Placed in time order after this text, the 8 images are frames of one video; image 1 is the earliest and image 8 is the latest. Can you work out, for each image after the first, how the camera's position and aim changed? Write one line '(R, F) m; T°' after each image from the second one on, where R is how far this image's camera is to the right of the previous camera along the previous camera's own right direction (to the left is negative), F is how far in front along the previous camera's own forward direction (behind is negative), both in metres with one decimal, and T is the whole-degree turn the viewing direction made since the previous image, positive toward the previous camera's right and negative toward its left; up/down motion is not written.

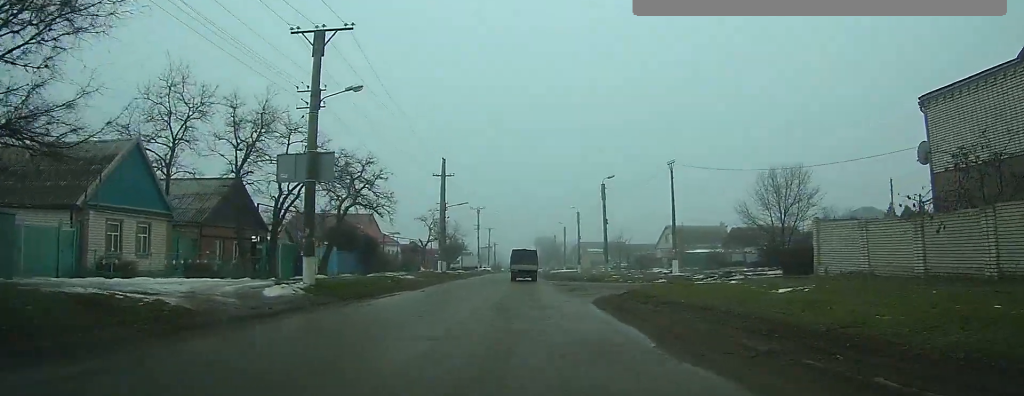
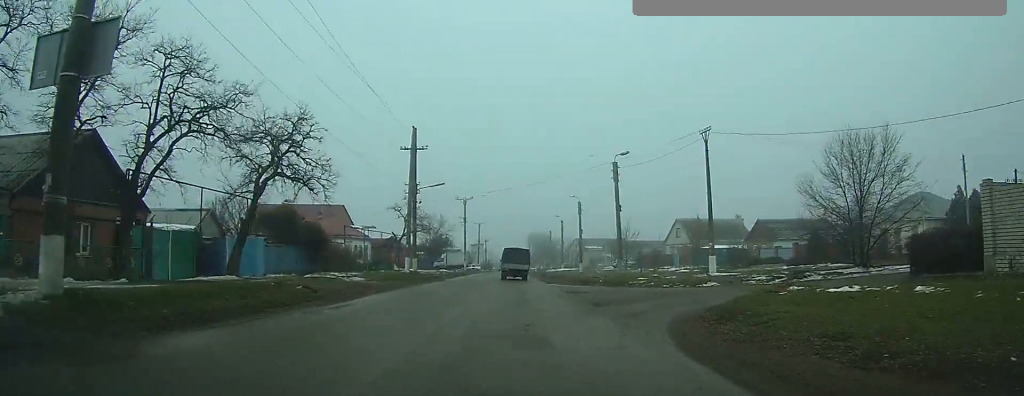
(0.0, +12.5) m; 0°
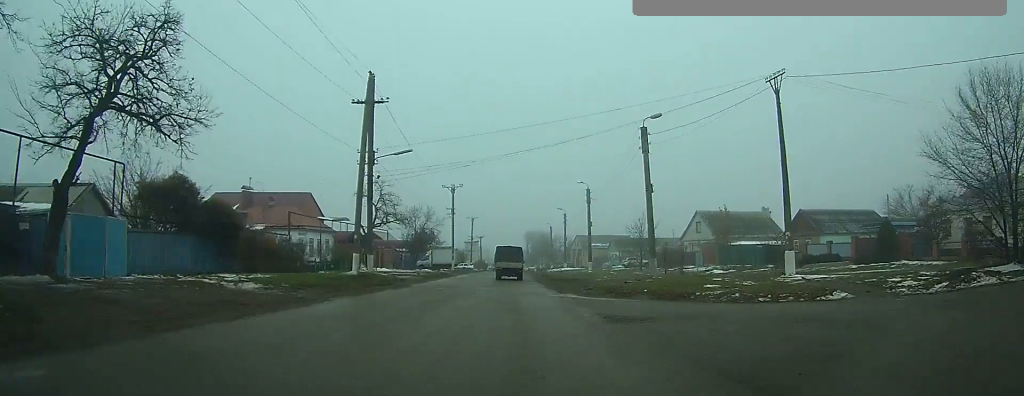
(0.0, +12.5) m; 0°
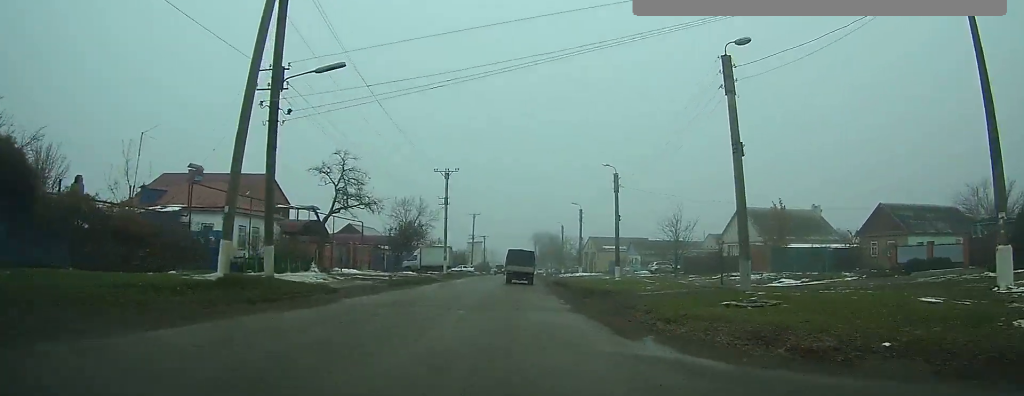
(0.0, +13.5) m; 0°
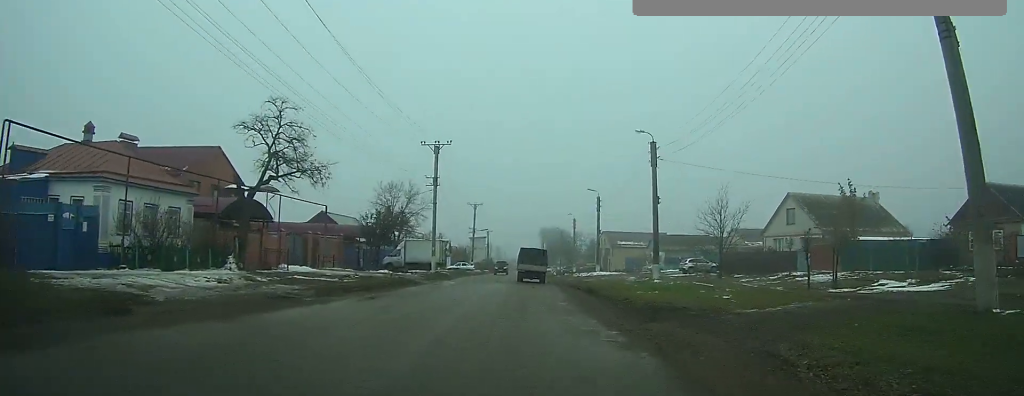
(+0.1, +11.3) m; +1°
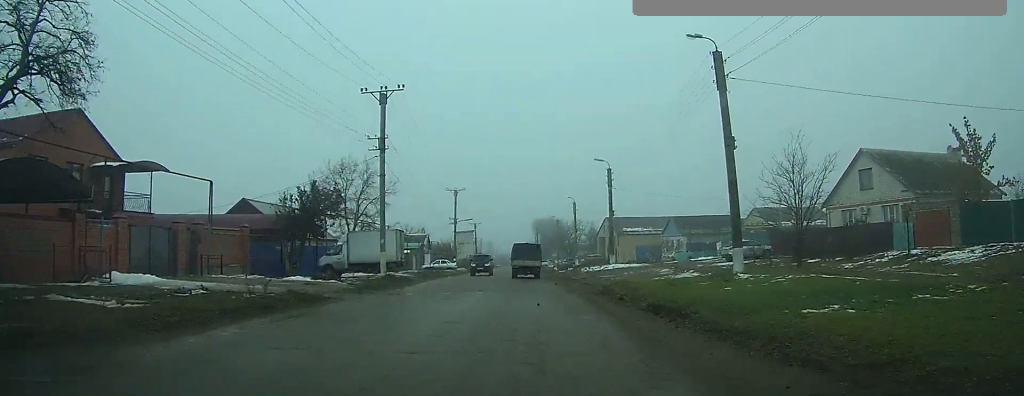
(+0.1, +14.0) m; +1°
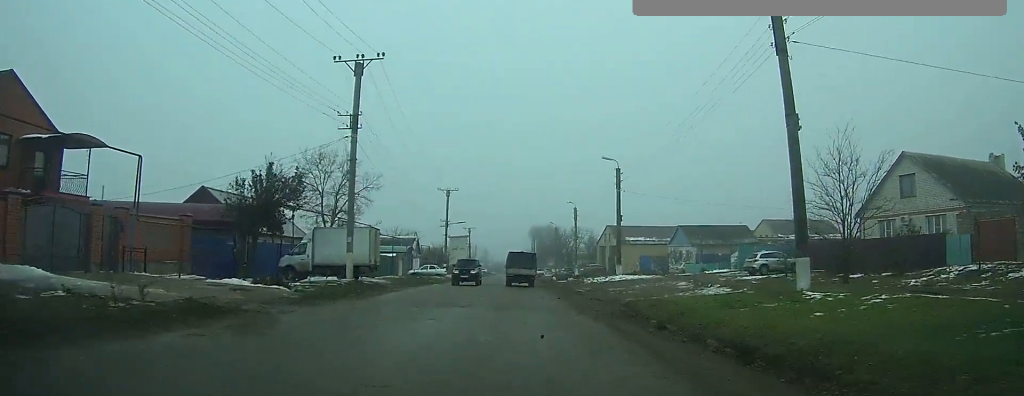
(0.0, +5.0) m; 0°
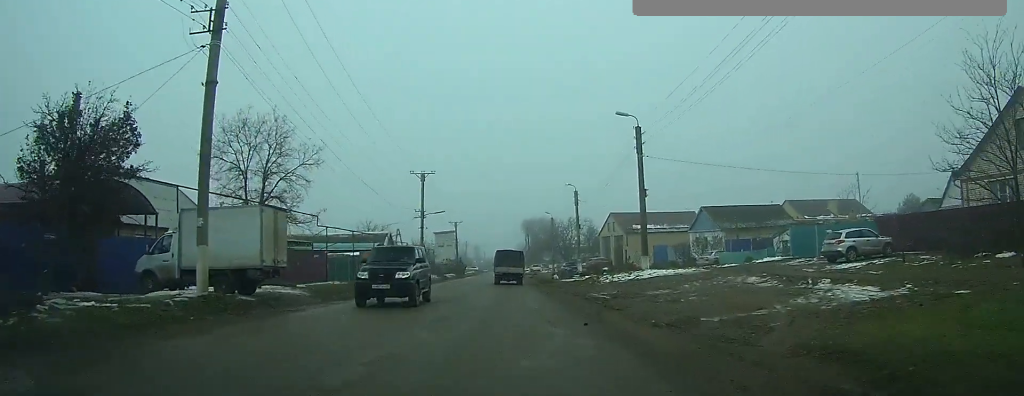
(0.0, +10.1) m; 0°
